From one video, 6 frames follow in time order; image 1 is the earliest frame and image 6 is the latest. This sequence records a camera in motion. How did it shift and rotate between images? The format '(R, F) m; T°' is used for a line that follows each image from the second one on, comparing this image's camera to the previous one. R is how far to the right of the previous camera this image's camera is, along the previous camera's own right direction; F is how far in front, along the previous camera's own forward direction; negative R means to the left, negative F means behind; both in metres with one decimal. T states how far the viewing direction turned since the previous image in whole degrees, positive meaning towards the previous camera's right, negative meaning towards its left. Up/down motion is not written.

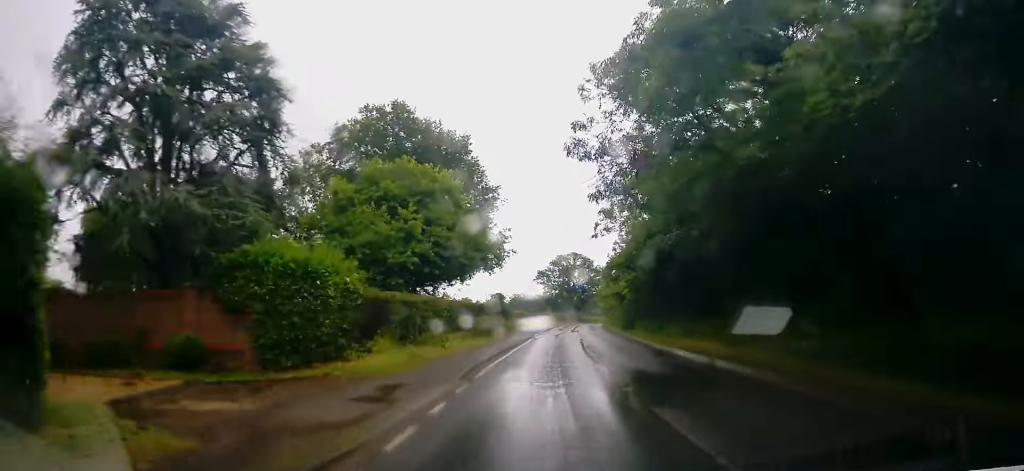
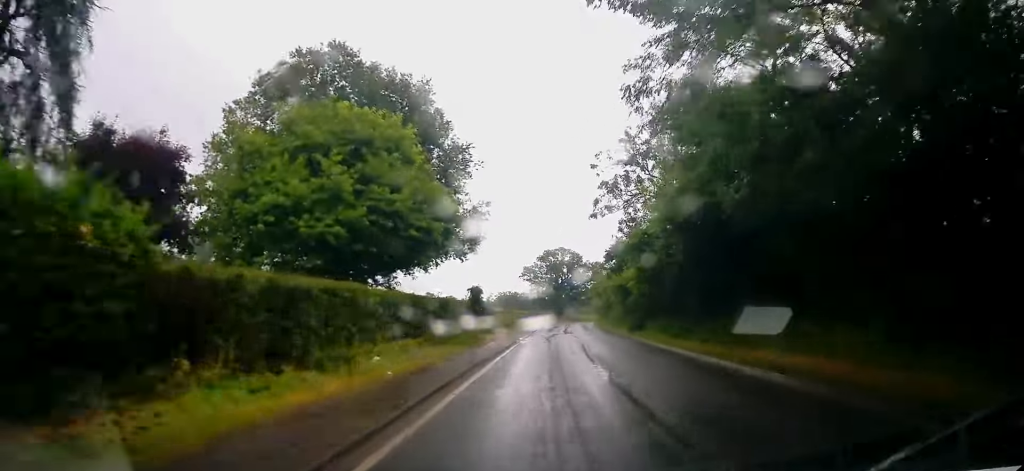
(+0.1, +8.9) m; +1°
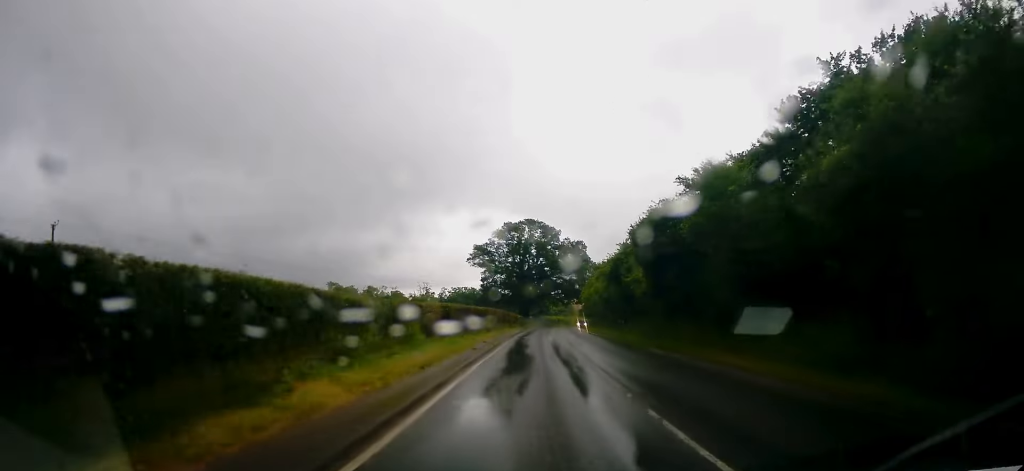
(+1.3, +47.7) m; +4°
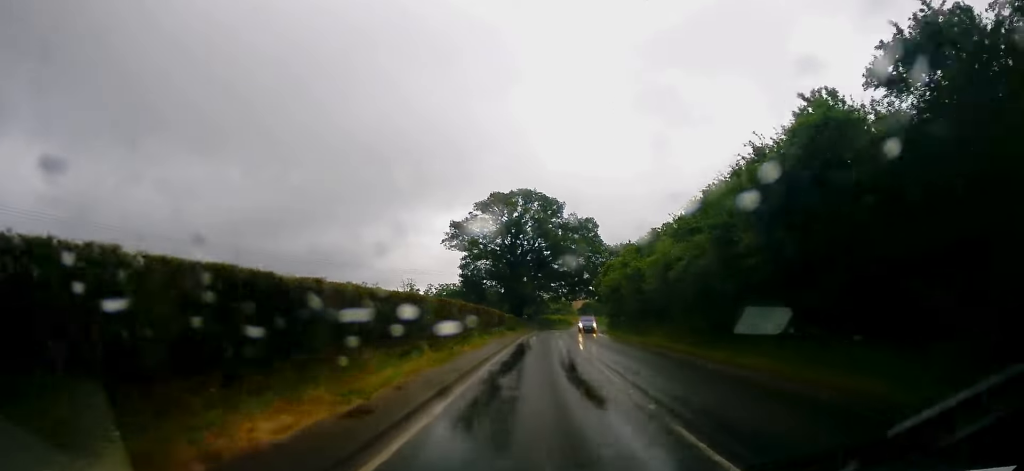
(+0.7, +26.3) m; 0°
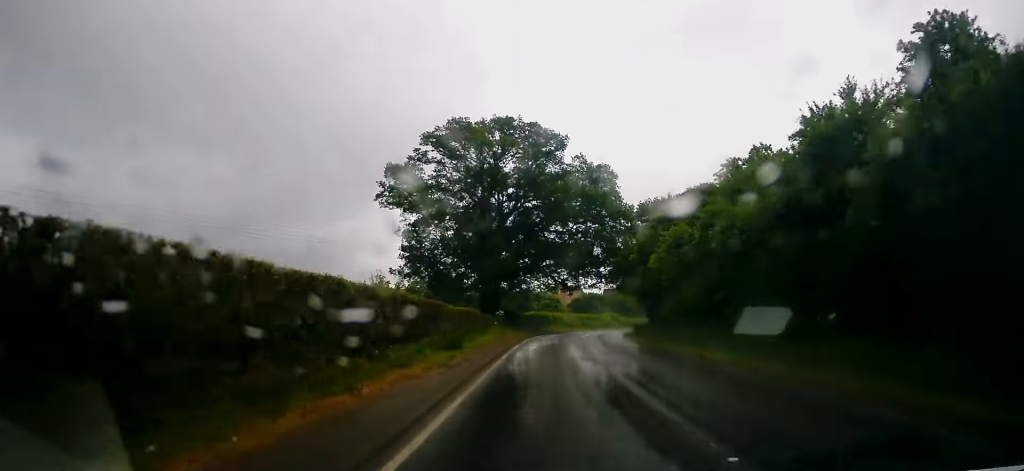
(+0.3, +30.2) m; +3°
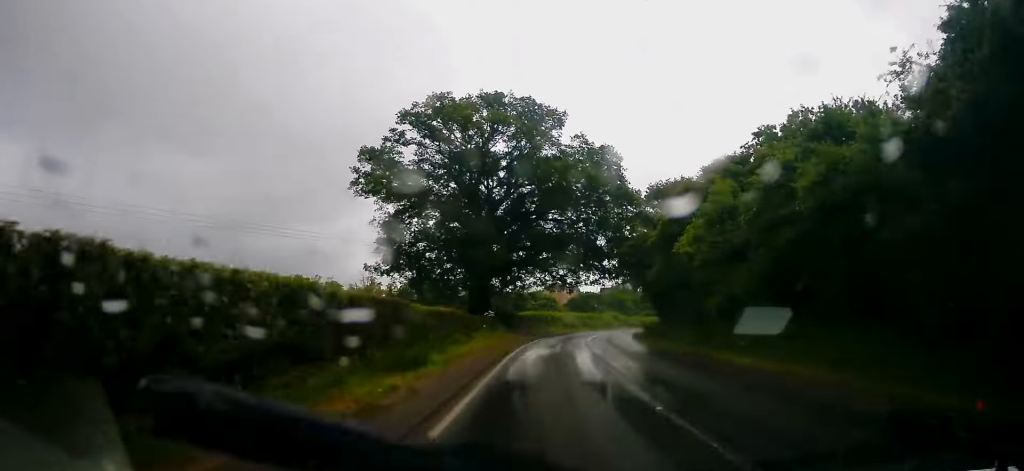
(+0.3, +6.6) m; +1°
